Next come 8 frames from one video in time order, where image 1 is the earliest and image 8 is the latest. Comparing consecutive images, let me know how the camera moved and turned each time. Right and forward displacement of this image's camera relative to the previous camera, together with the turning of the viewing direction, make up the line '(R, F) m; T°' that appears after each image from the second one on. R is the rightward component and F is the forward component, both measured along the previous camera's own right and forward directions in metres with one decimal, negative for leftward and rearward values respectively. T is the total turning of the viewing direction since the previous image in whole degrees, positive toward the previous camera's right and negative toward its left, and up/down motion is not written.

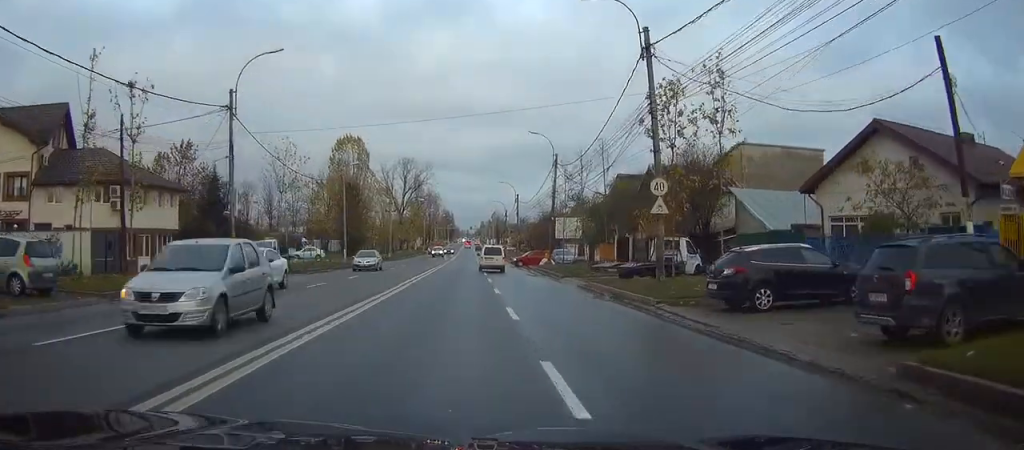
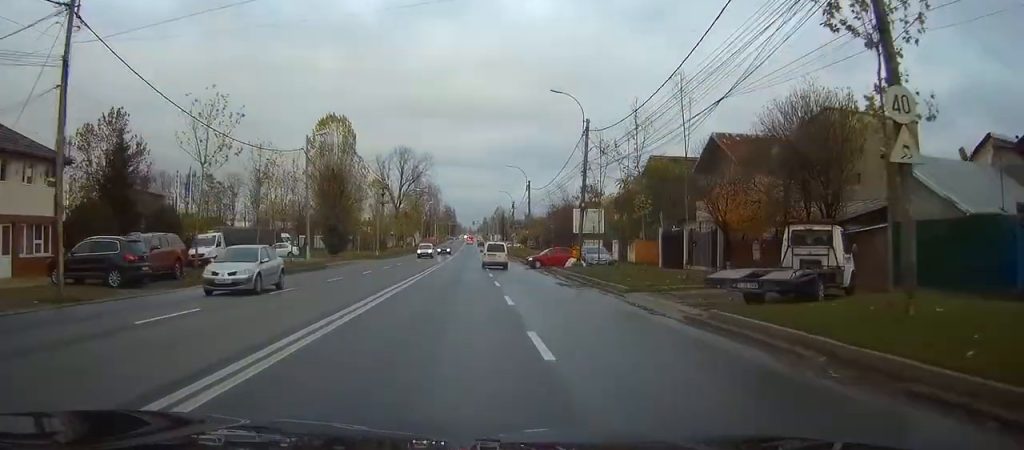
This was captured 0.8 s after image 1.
(0.0, +14.9) m; 0°
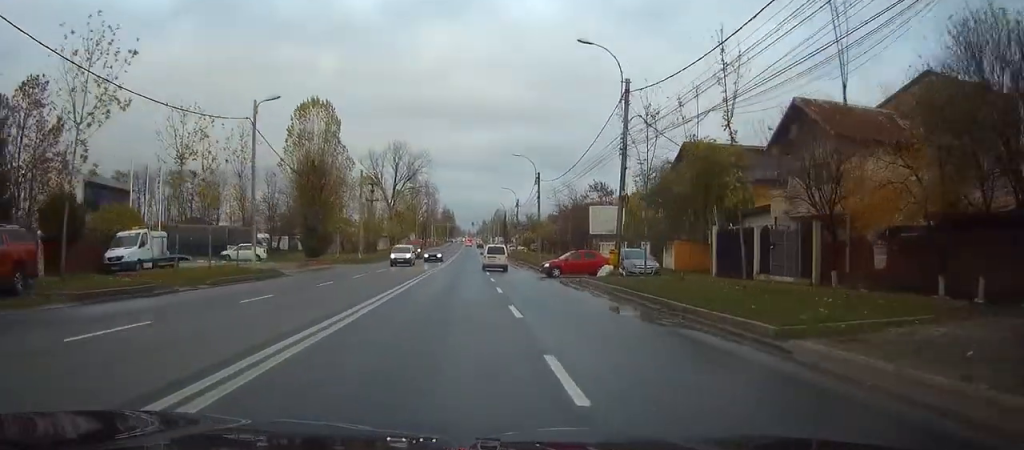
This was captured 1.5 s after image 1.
(0.0, +11.8) m; 0°
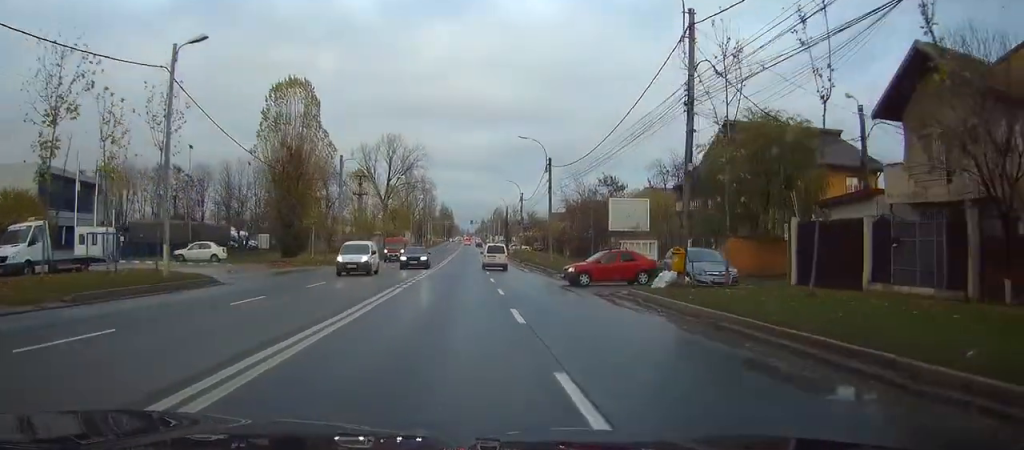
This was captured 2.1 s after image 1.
(0.0, +10.3) m; 0°
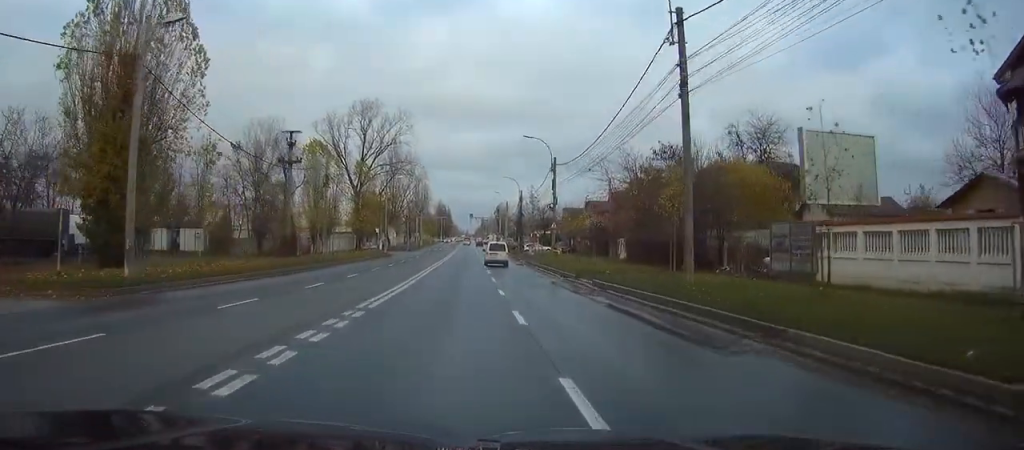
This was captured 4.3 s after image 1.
(0.0, +36.6) m; 0°
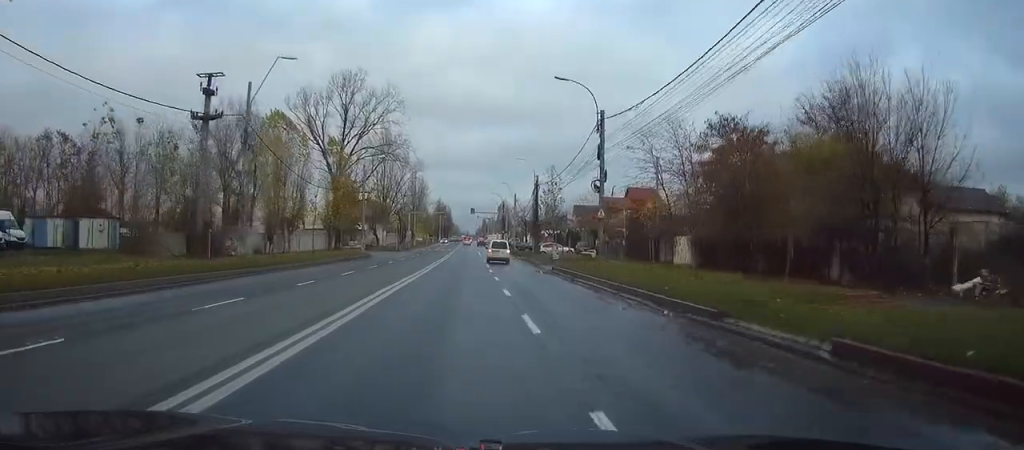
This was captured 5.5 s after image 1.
(+0.1, +19.6) m; 0°
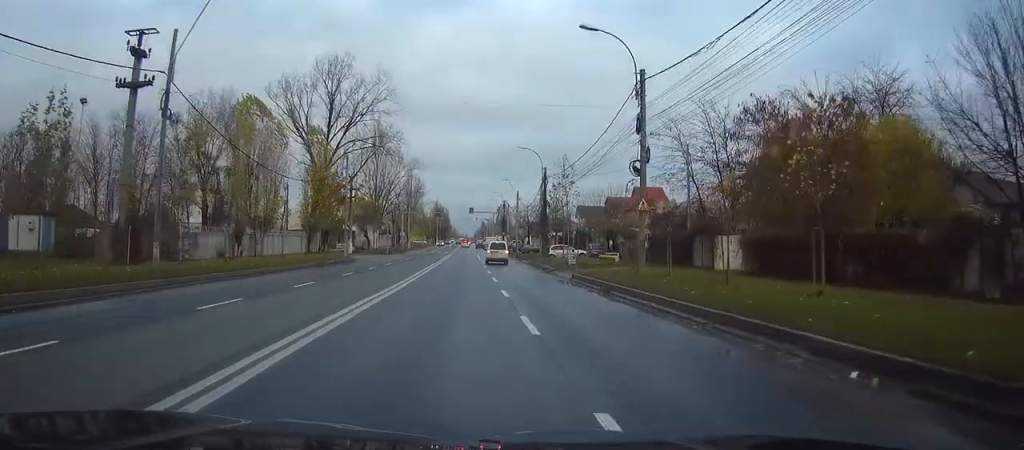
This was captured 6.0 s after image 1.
(0.0, +9.1) m; 0°
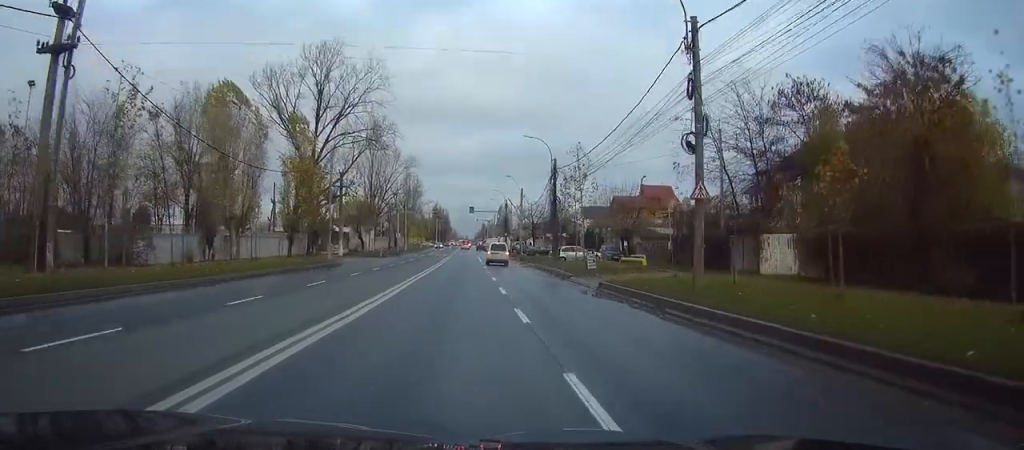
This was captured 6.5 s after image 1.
(0.0, +6.9) m; 0°
